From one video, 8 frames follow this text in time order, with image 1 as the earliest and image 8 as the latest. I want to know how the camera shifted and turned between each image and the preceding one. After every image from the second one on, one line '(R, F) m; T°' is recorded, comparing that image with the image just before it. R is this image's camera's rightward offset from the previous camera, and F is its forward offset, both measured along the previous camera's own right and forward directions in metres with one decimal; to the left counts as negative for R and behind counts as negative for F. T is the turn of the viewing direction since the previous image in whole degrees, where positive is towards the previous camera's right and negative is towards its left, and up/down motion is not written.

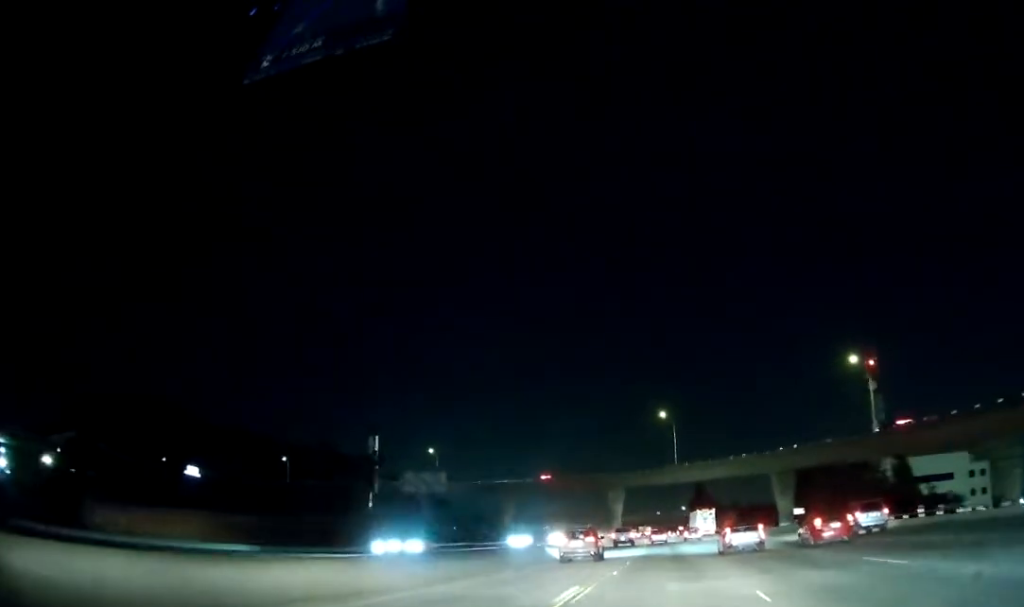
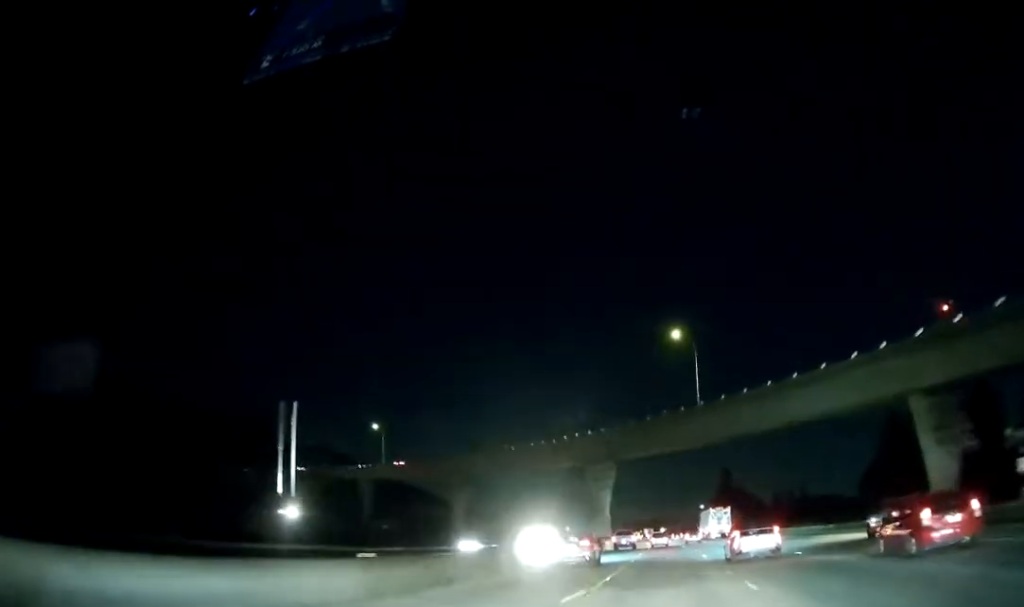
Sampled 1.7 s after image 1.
(-0.8, +53.9) m; -1°
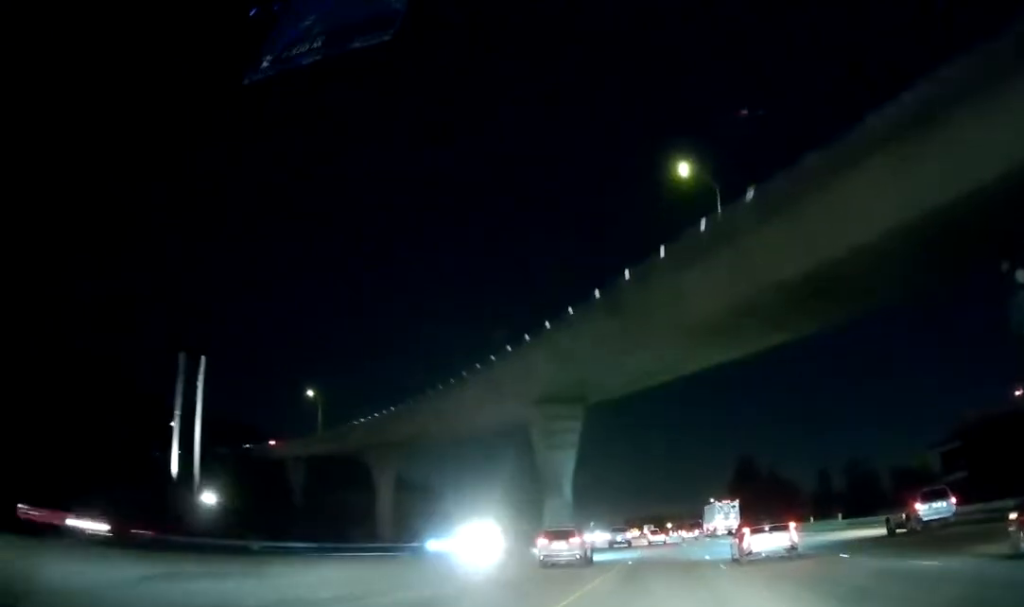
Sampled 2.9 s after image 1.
(-0.2, +36.3) m; -1°
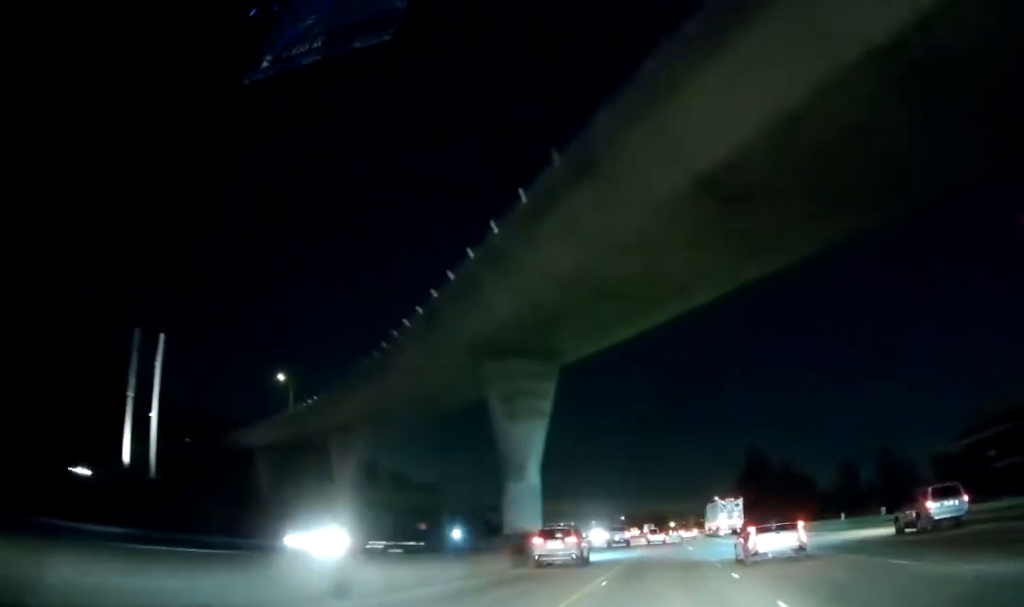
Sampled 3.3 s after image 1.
(-0.1, +13.5) m; 0°
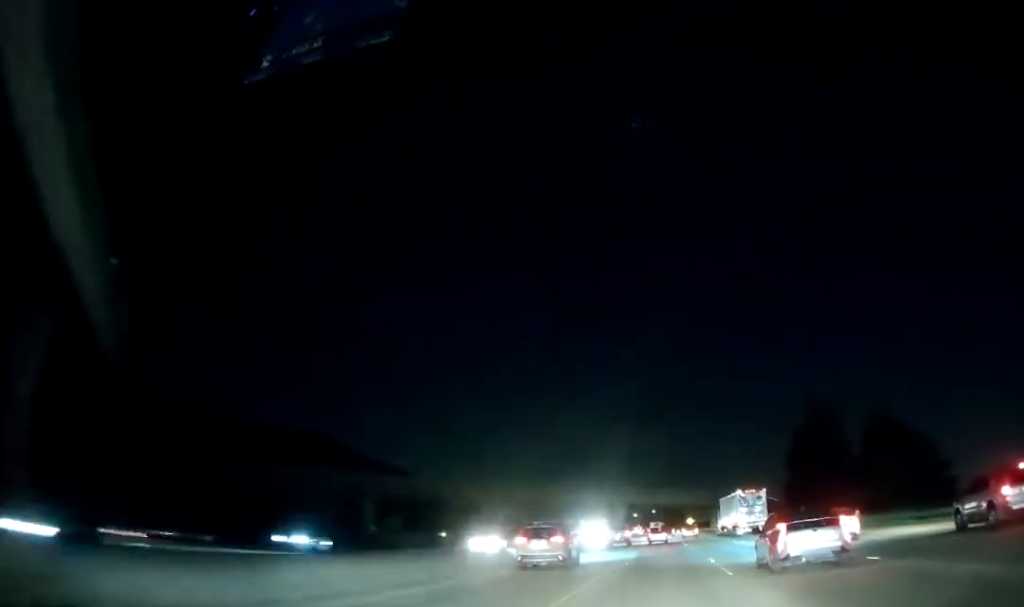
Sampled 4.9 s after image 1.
(-0.1, +49.4) m; -1°
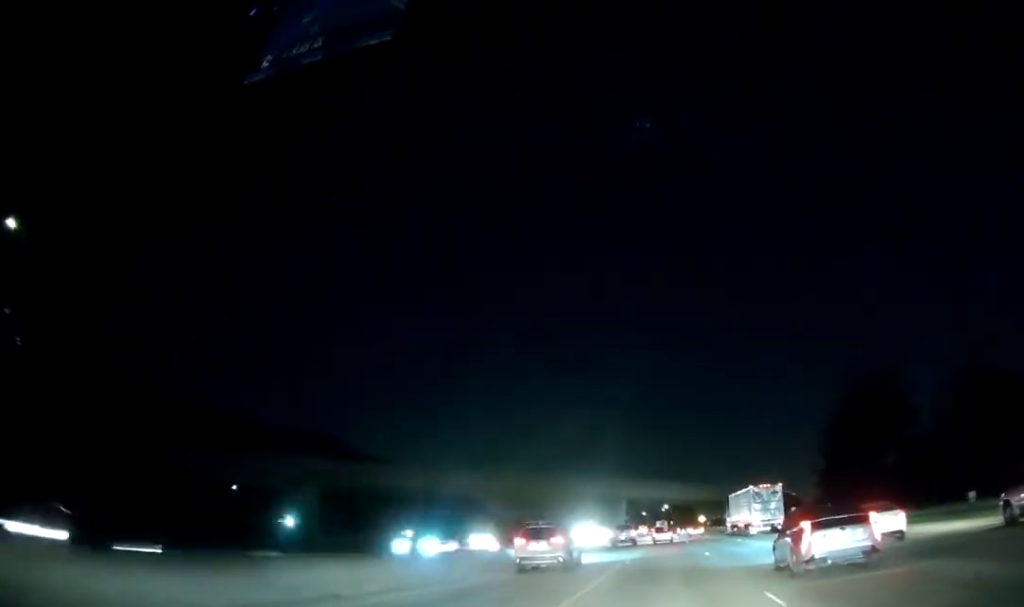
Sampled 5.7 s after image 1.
(-0.1, +22.4) m; -1°
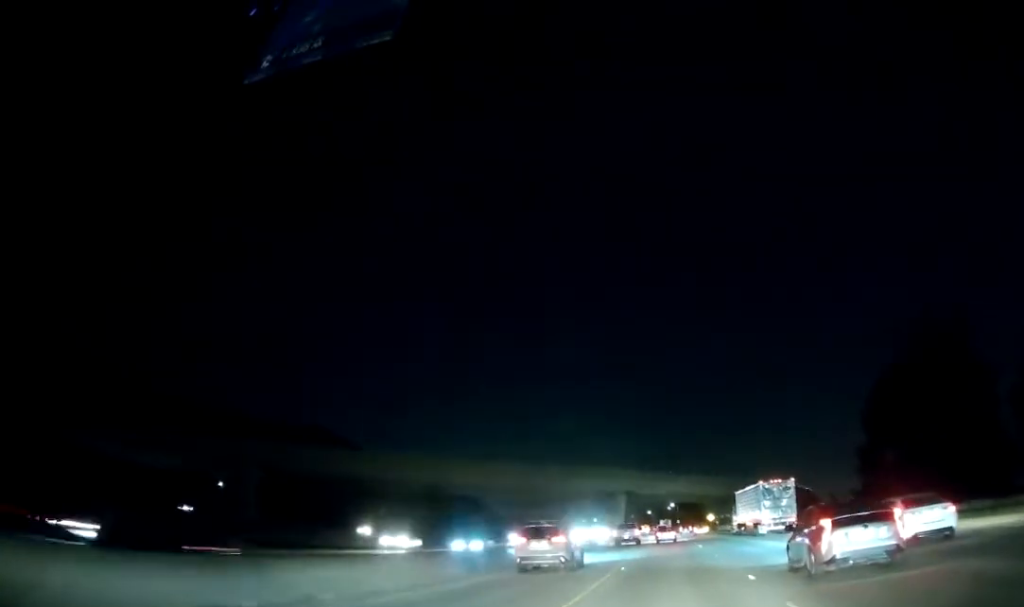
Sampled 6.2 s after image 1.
(-0.3, +16.2) m; -1°
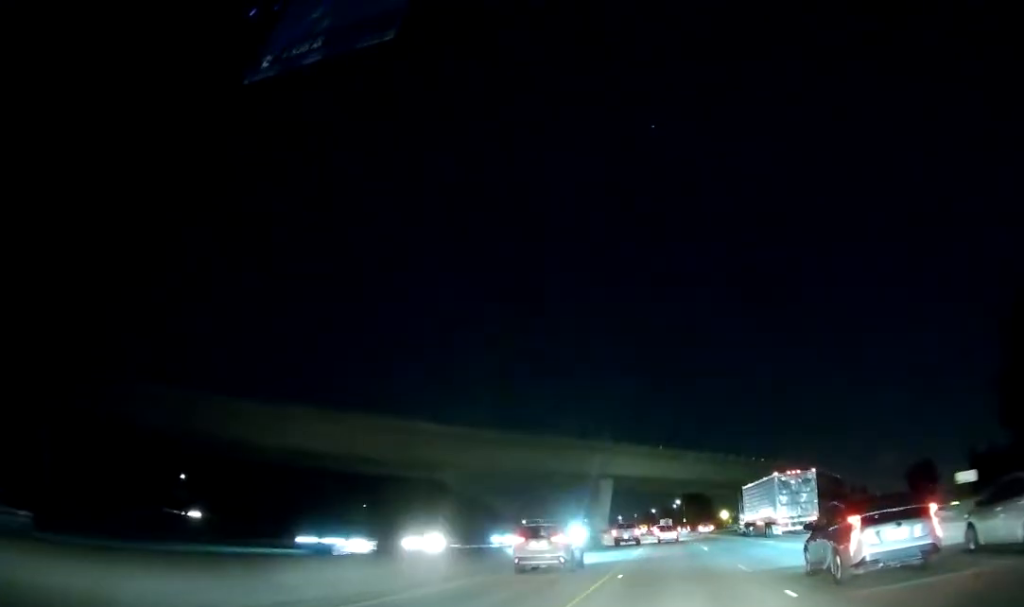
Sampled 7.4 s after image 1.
(-0.2, +34.9) m; -1°
